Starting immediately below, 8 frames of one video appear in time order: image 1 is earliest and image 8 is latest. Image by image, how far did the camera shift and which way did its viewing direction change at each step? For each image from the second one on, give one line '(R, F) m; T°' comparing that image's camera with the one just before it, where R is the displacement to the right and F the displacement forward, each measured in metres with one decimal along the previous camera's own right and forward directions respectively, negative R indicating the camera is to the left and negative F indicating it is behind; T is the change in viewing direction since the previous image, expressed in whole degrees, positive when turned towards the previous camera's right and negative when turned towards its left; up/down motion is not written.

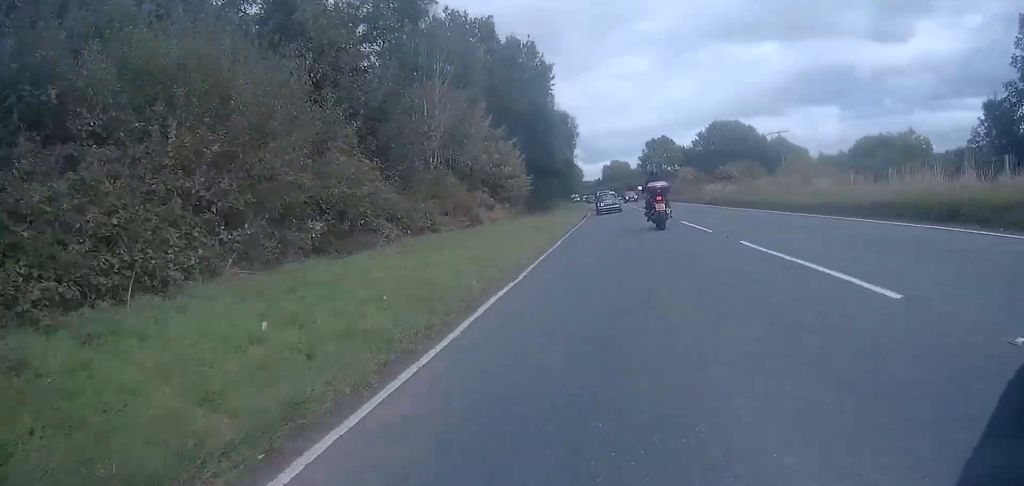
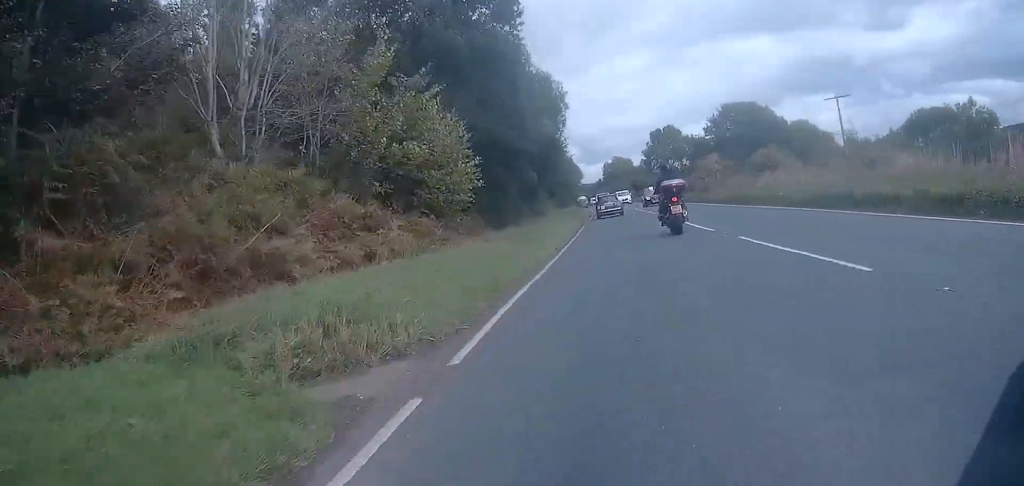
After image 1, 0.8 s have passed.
(0.0, +16.8) m; 0°
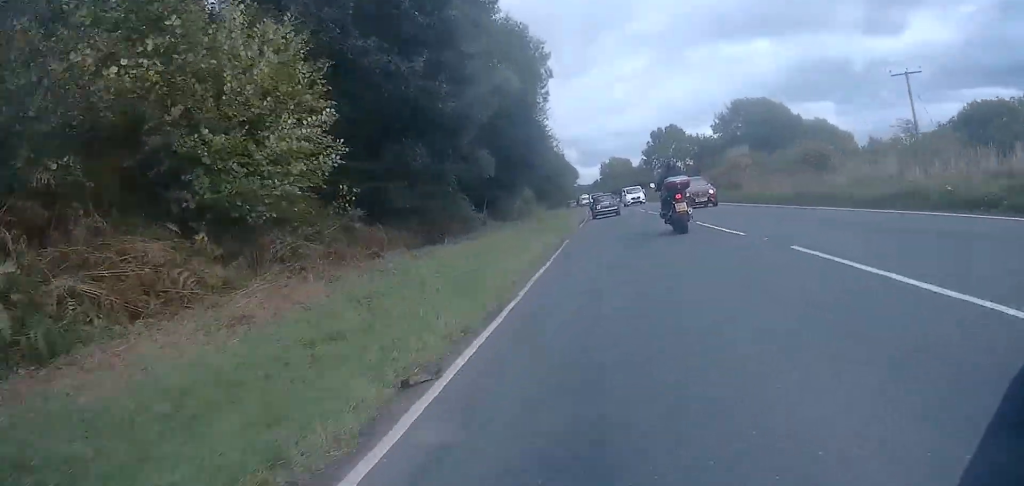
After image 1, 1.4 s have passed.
(0.0, +12.3) m; 0°
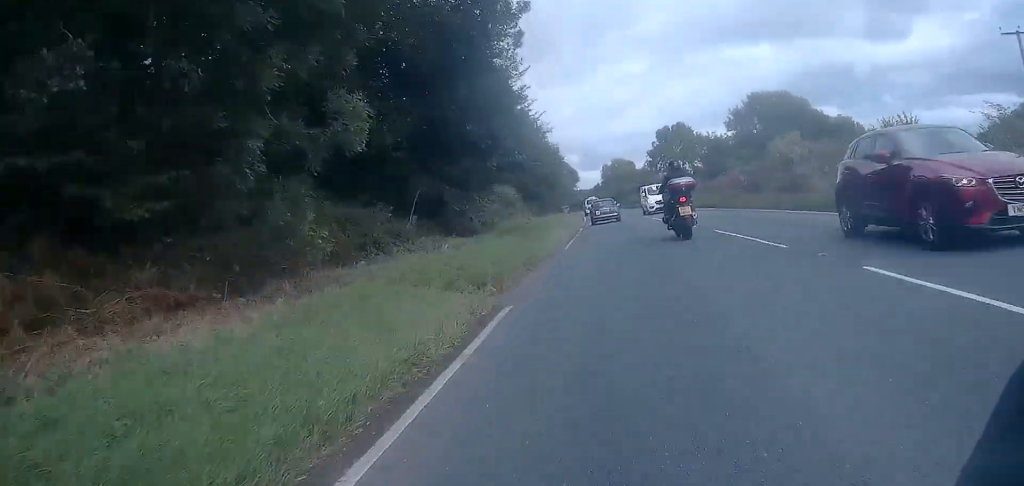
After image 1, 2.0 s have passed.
(0.0, +11.4) m; 0°
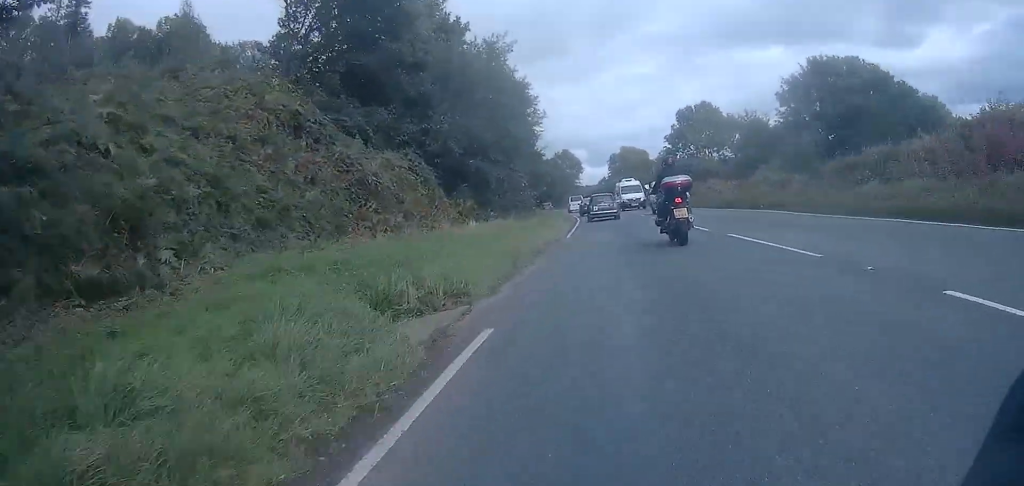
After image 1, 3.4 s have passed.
(+0.2, +28.3) m; 0°
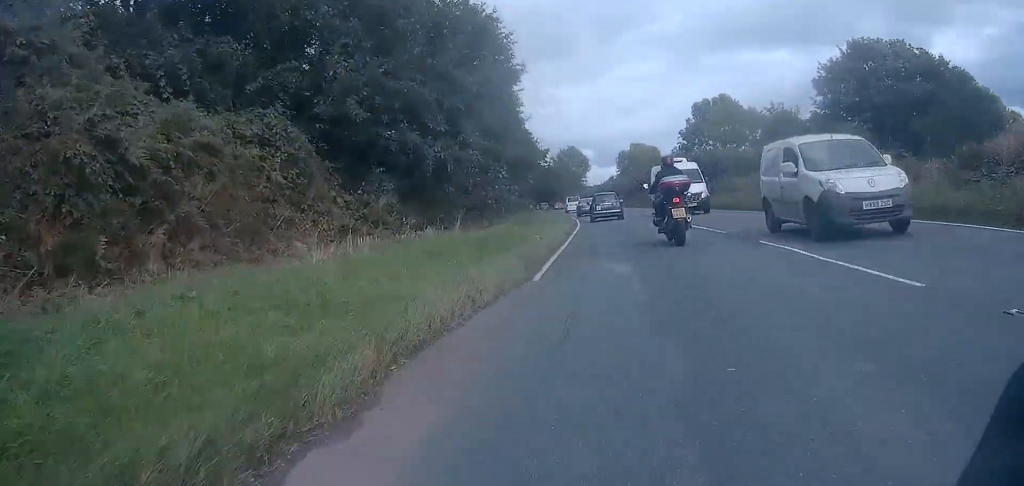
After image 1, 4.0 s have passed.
(0.0, +11.0) m; -1°
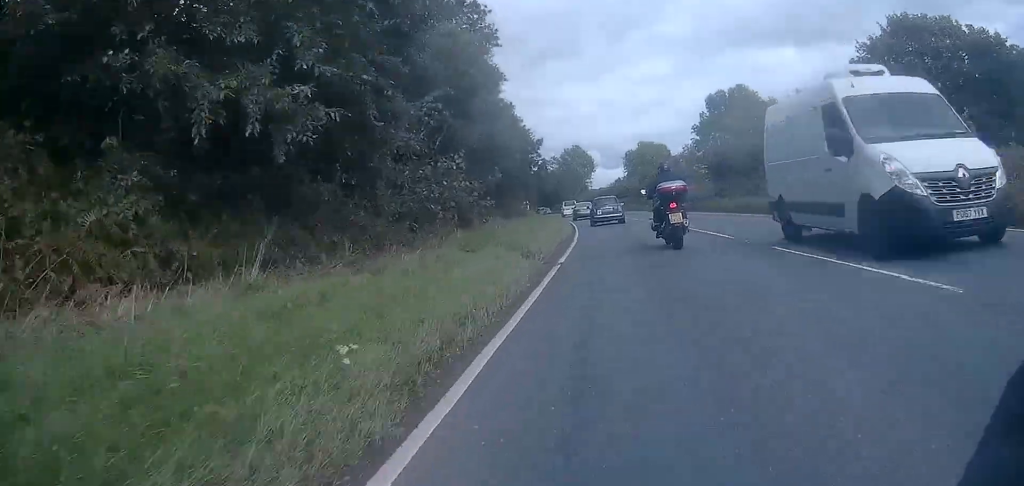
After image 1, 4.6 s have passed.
(0.0, +9.5) m; -1°
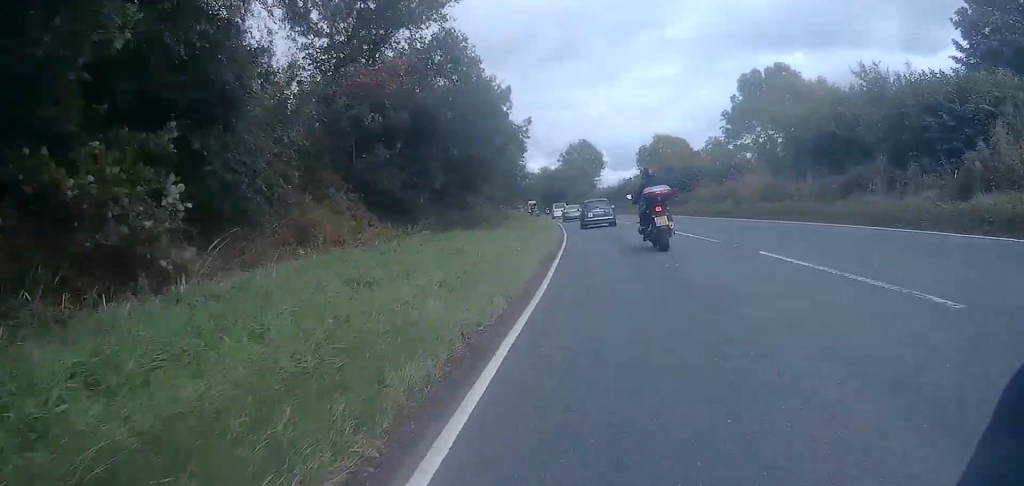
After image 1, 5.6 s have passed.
(-0.3, +18.0) m; -2°
